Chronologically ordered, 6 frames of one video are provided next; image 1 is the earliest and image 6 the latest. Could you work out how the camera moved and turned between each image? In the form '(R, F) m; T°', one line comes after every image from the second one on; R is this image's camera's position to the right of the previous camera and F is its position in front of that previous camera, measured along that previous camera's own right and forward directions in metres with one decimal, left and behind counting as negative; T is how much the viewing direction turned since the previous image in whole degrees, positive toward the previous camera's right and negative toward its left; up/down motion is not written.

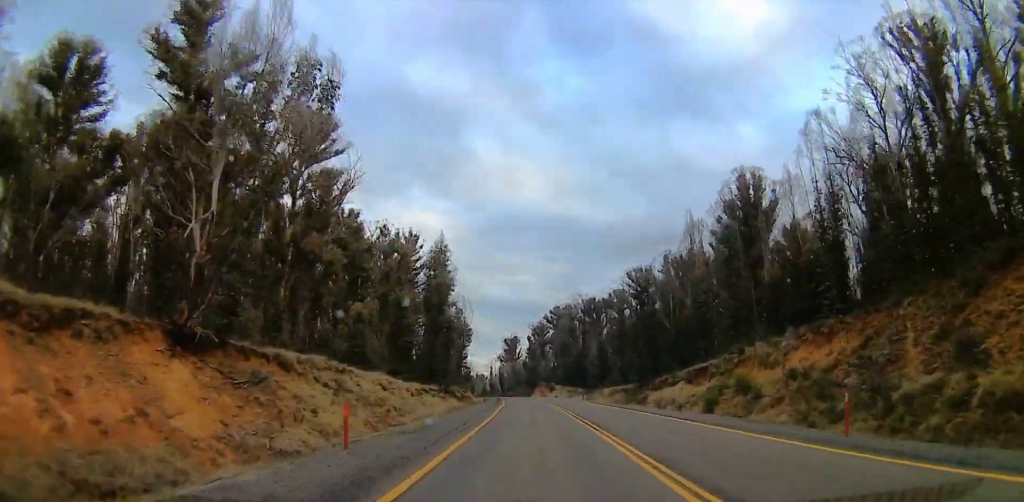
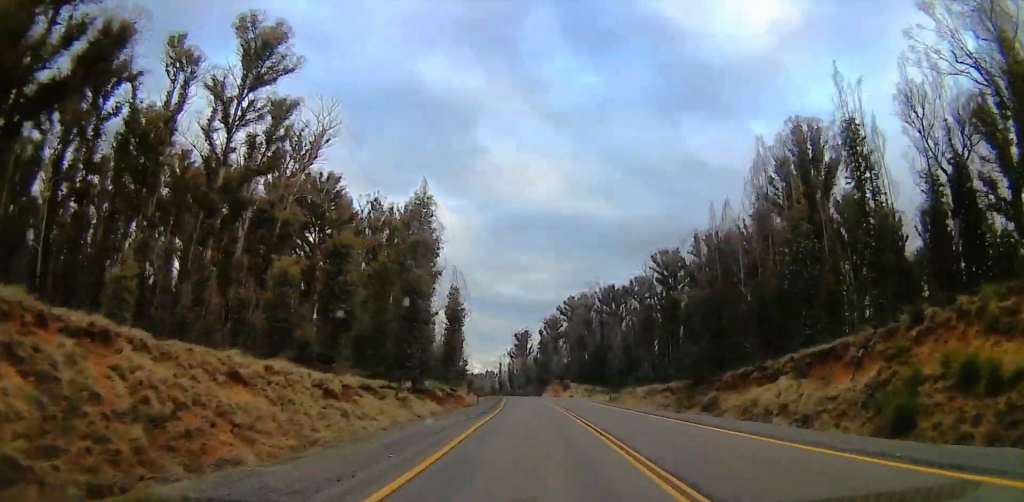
(-0.6, +19.2) m; +1°
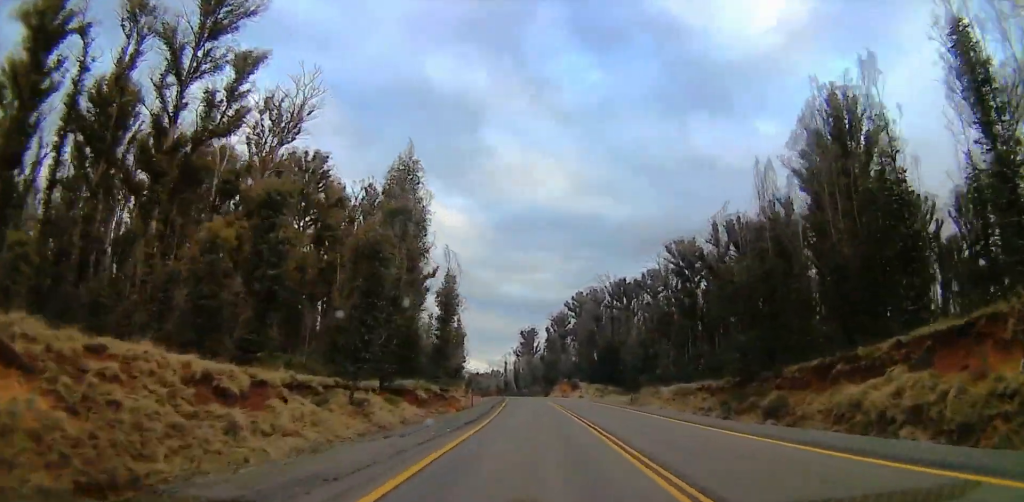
(-0.5, +9.6) m; +1°
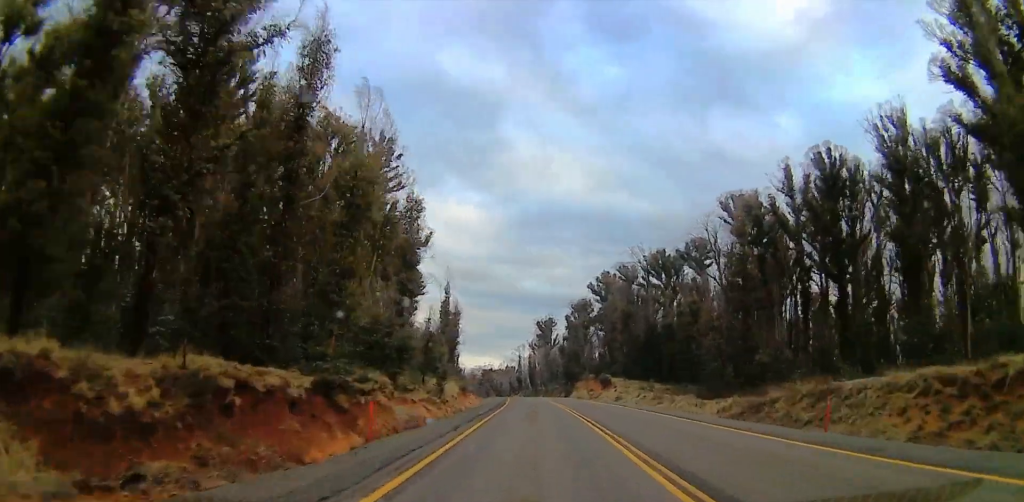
(+1.1, +31.6) m; -2°
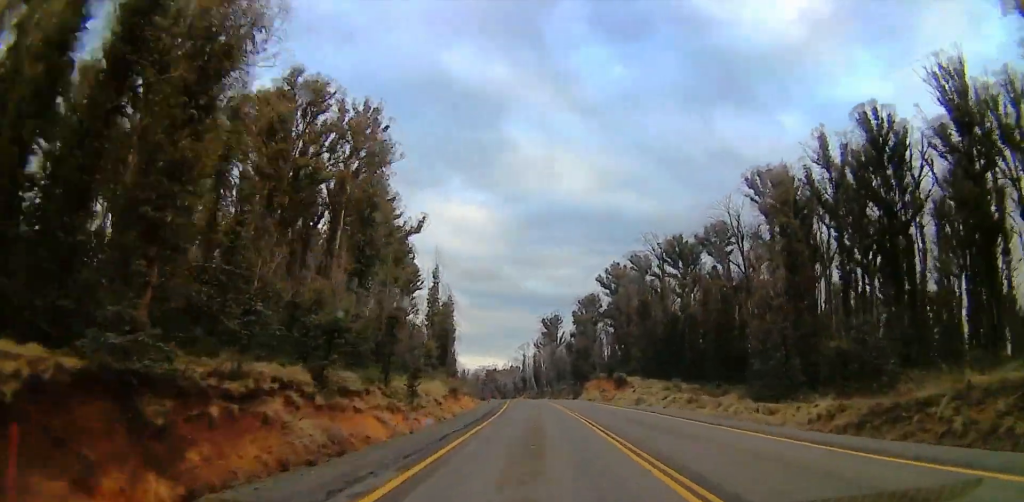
(-0.6, +11.5) m; -2°
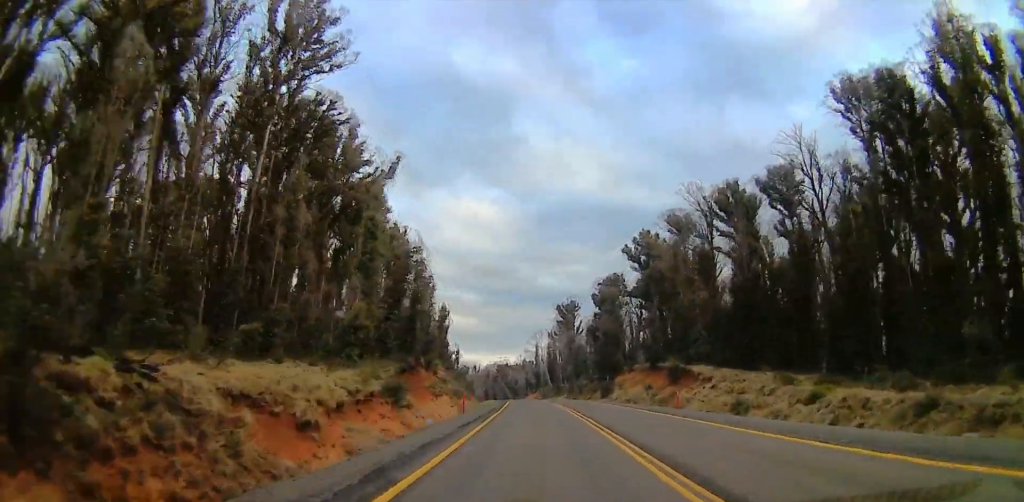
(-0.5, +28.5) m; -3°
